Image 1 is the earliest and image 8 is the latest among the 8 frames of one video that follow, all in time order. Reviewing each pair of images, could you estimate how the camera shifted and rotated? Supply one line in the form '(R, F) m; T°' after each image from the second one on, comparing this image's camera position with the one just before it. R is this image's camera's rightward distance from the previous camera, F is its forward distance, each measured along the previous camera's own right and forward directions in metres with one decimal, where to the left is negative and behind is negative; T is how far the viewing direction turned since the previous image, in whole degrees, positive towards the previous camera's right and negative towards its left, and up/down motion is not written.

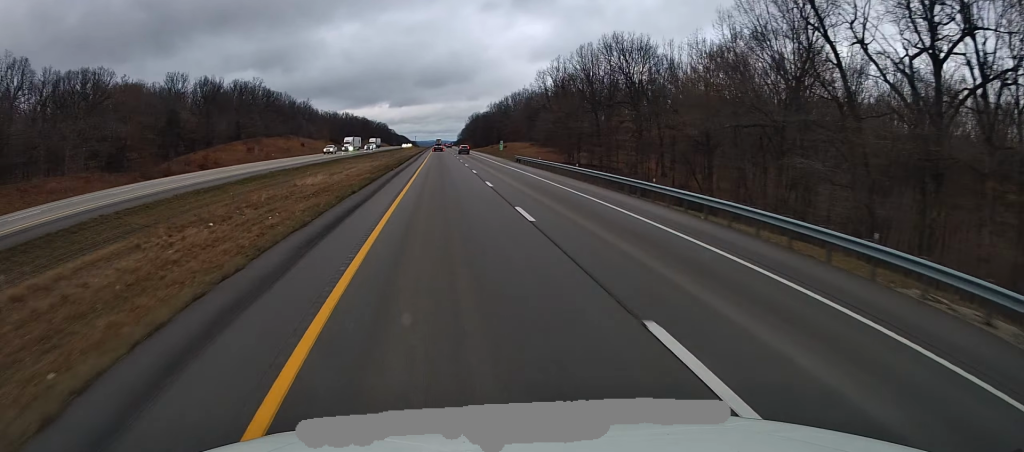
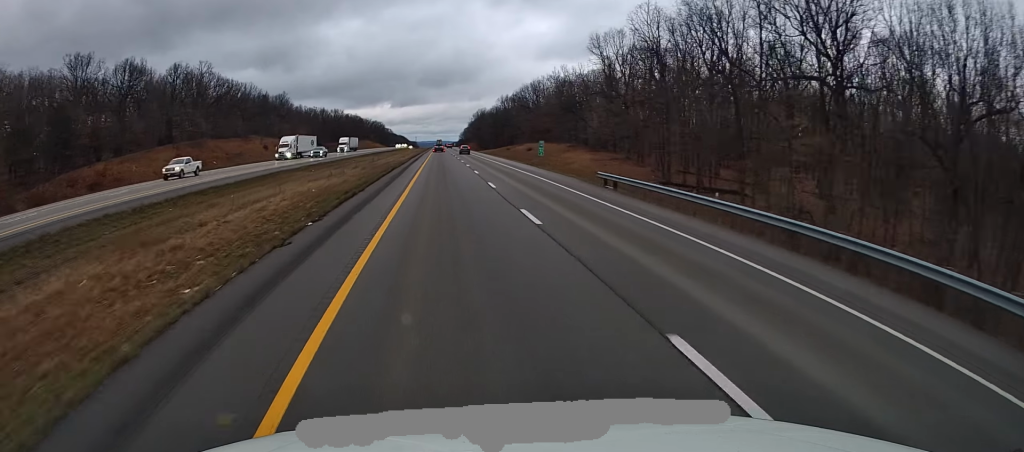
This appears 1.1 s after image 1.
(0.0, +36.7) m; 0°
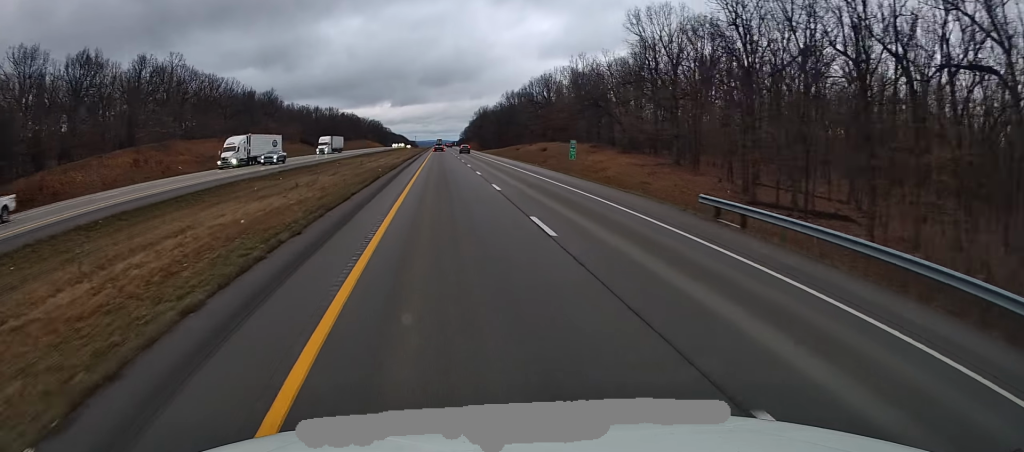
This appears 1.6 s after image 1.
(-0.4, +14.1) m; 0°
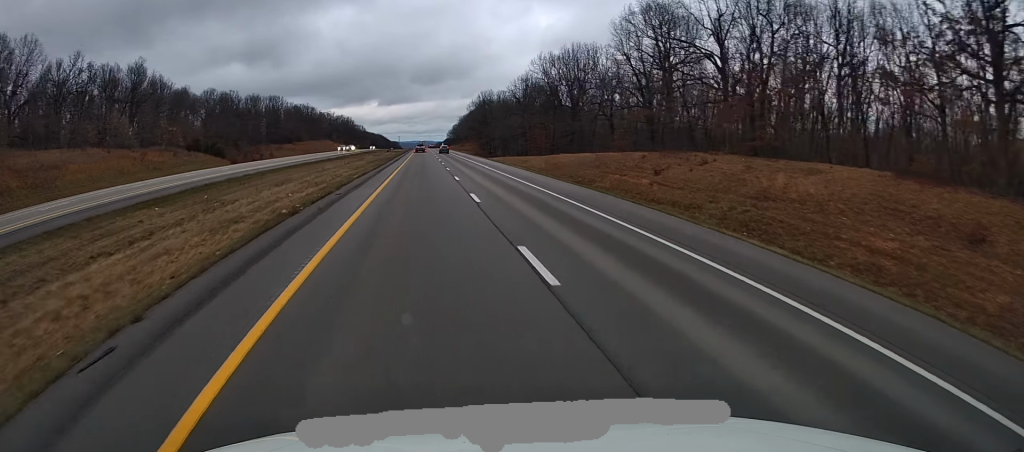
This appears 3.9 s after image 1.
(+0.9, +76.9) m; +1°
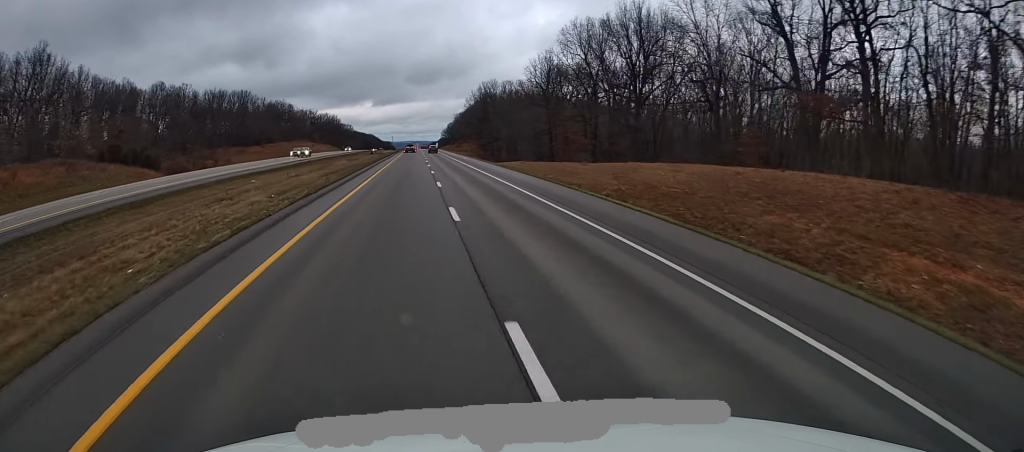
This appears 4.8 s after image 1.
(+0.1, +29.5) m; 0°
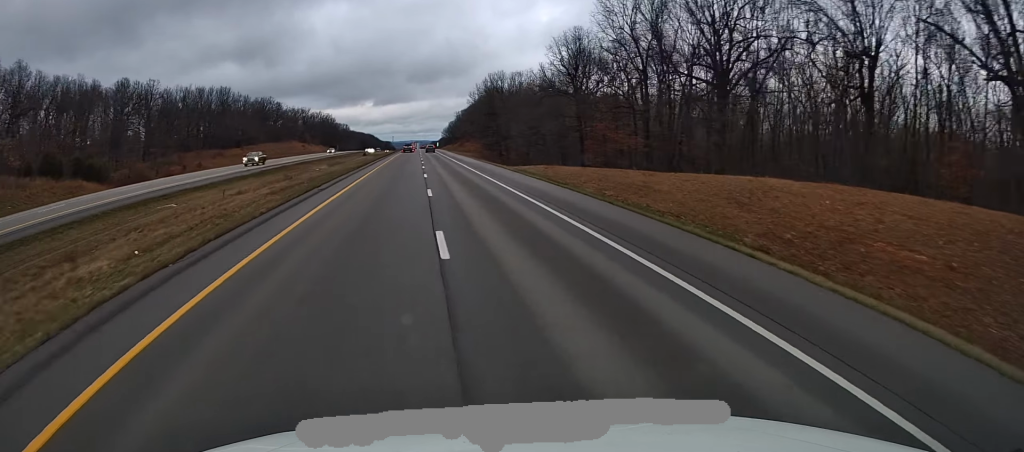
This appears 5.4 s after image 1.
(-0.2, +17.6) m; 0°
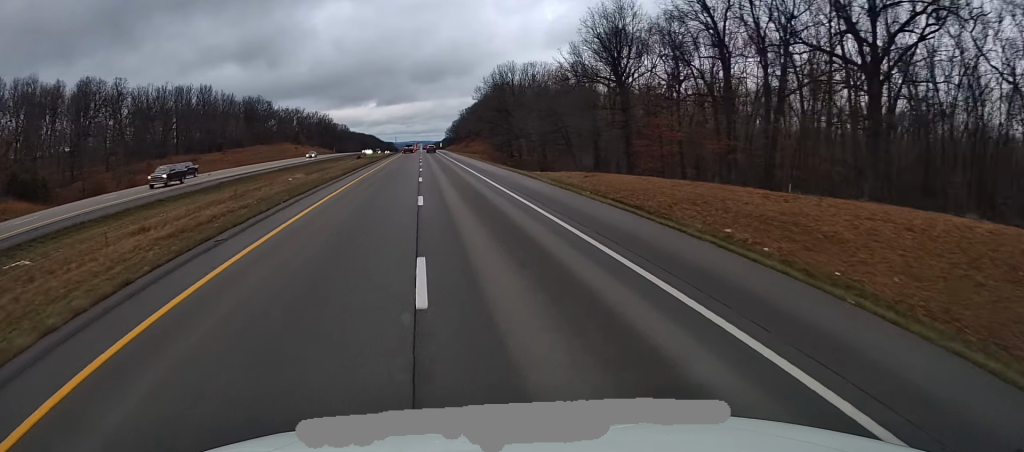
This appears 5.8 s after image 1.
(0.0, +15.3) m; 0°
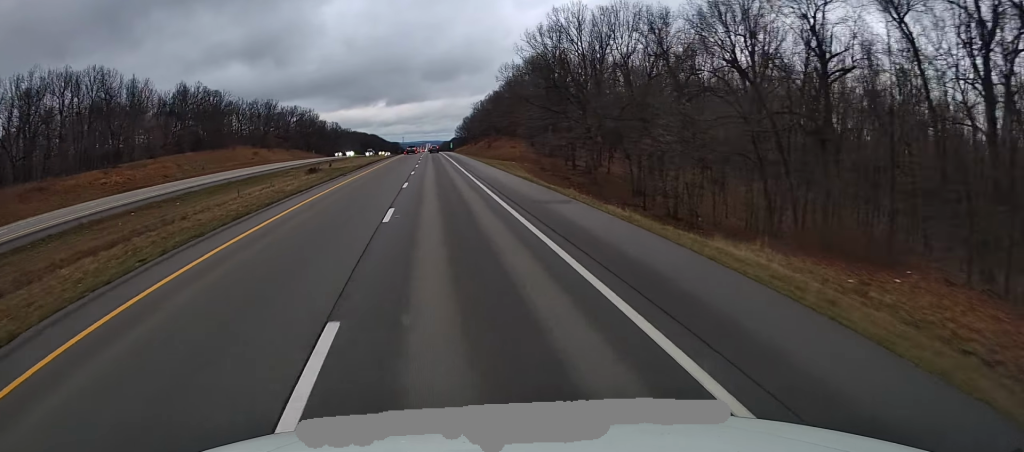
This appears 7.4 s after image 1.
(+0.8, +52.3) m; +2°
